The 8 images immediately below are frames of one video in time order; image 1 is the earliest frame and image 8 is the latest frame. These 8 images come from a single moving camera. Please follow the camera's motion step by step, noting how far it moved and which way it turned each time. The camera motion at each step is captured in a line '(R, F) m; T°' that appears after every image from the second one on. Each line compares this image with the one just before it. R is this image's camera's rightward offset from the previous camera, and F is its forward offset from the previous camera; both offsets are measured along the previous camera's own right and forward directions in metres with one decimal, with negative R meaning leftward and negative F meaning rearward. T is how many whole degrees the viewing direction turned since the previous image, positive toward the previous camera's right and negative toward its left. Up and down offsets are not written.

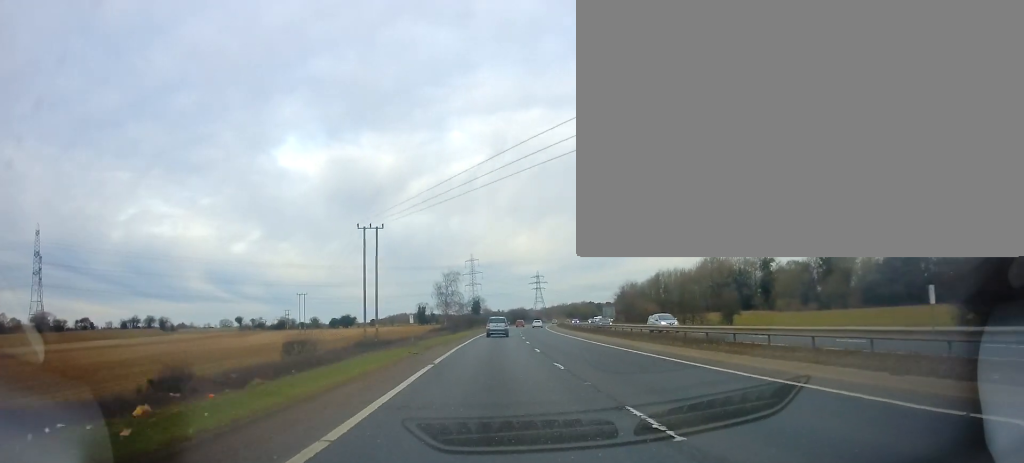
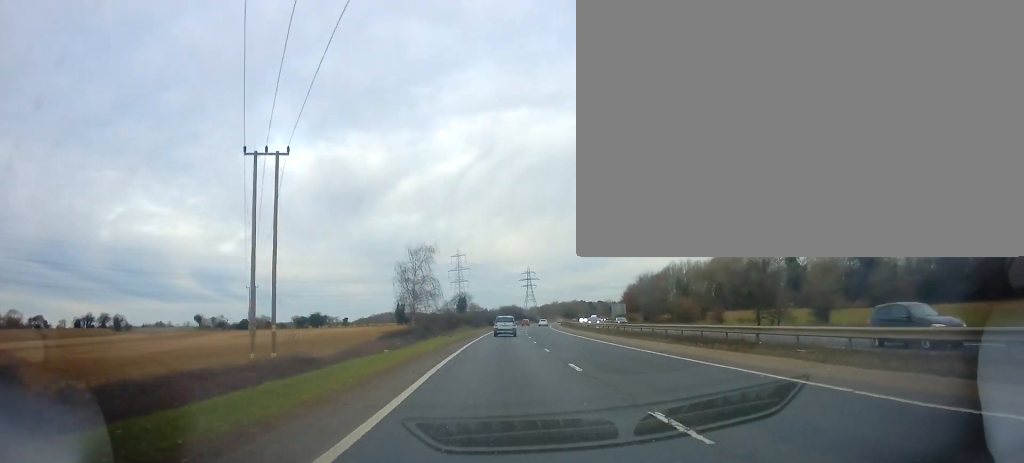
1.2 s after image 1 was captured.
(+0.6, +27.1) m; +2°
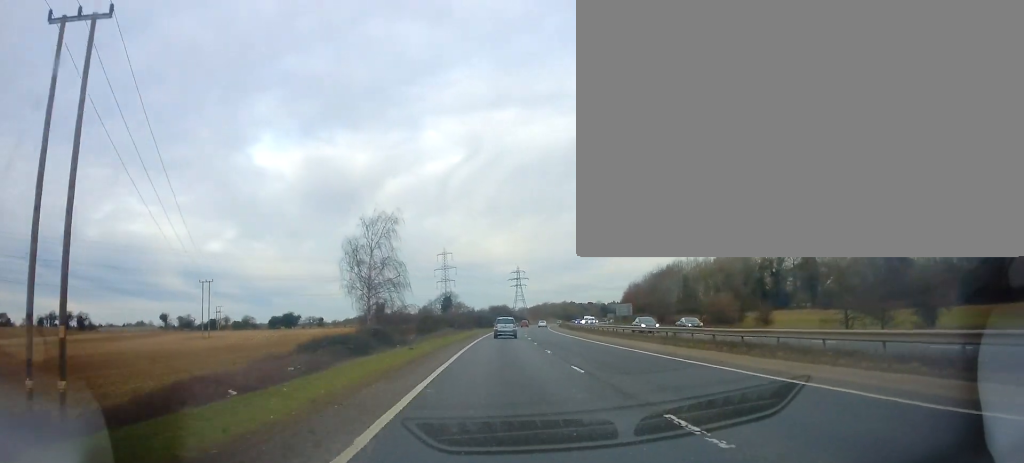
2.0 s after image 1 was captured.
(0.0, +17.4) m; +1°
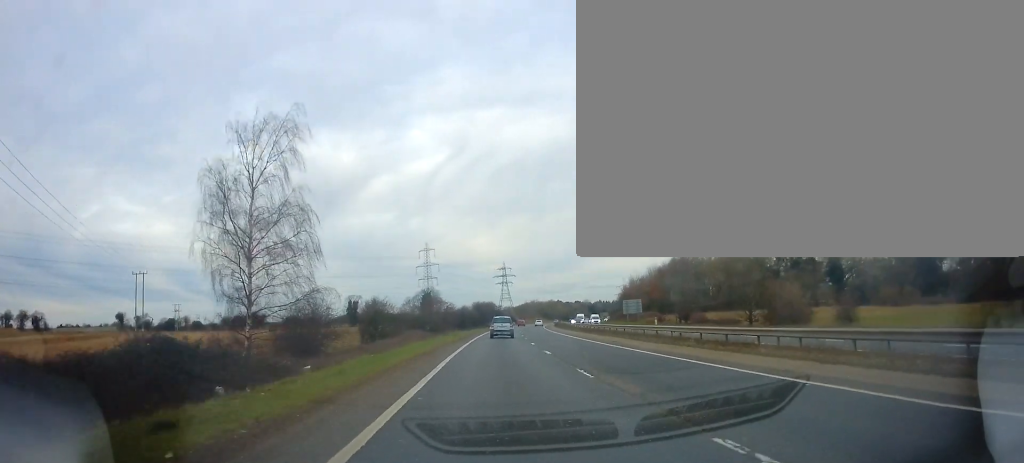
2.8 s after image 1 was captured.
(+0.3, +18.7) m; +1°
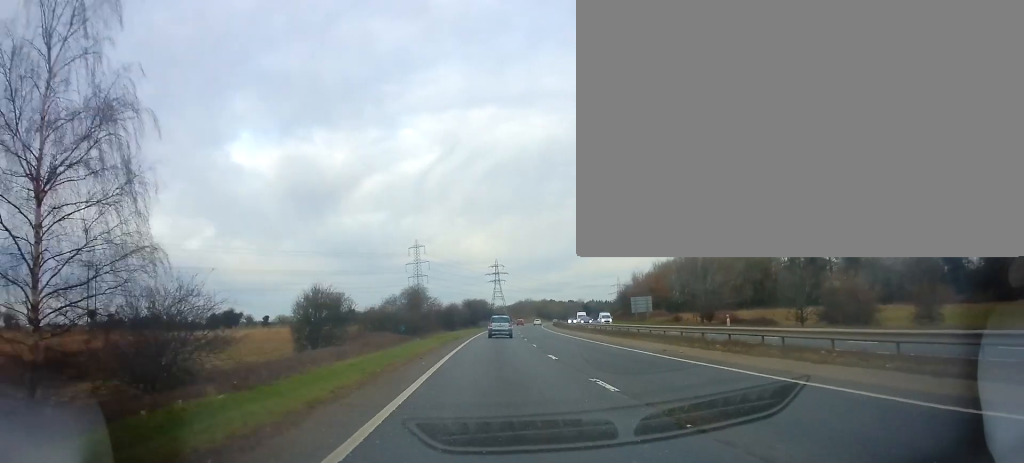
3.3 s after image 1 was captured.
(0.0, +11.2) m; +1°
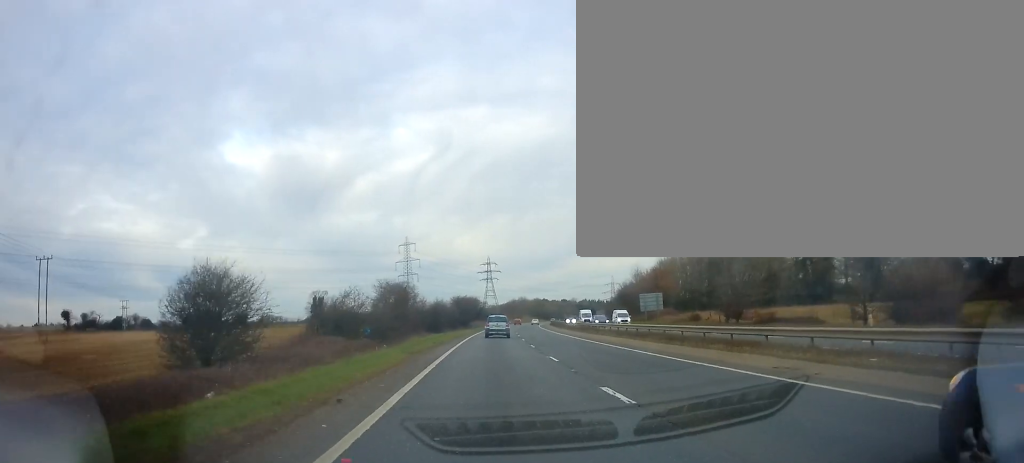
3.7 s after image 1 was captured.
(-0.1, +9.7) m; +1°
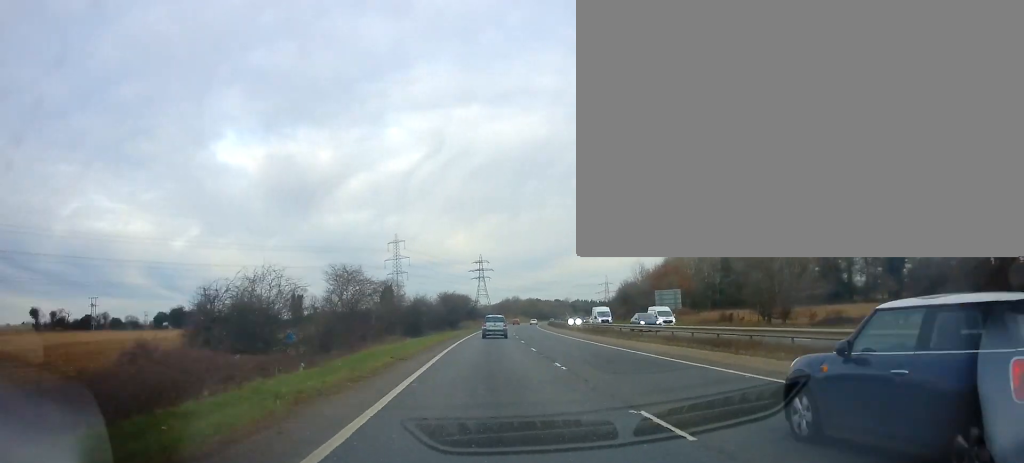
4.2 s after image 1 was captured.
(+0.1, +11.0) m; +1°
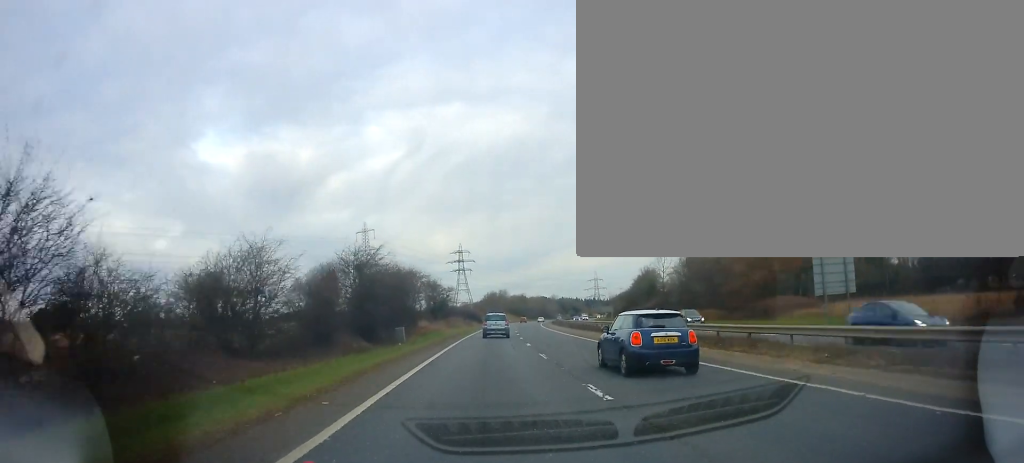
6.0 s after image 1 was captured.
(+0.9, +39.5) m; +2°
